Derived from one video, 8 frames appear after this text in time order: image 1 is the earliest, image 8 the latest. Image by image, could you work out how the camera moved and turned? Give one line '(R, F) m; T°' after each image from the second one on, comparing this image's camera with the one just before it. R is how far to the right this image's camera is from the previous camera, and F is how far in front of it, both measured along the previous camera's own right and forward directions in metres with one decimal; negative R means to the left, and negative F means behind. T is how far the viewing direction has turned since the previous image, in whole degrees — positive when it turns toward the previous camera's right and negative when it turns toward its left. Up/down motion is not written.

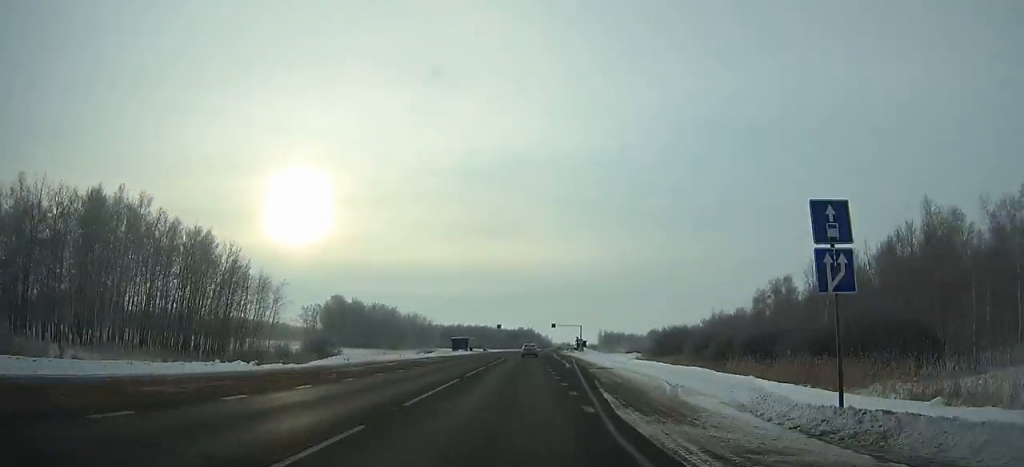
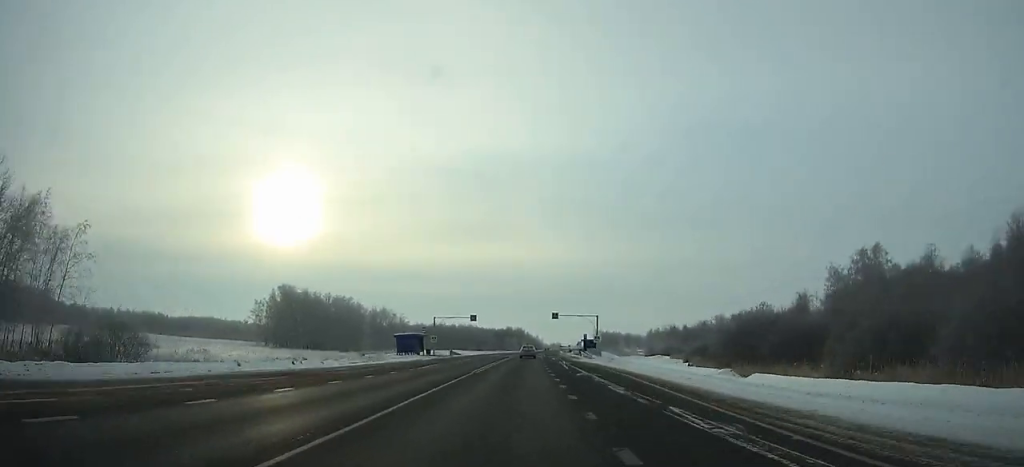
(+0.2, +41.0) m; +1°
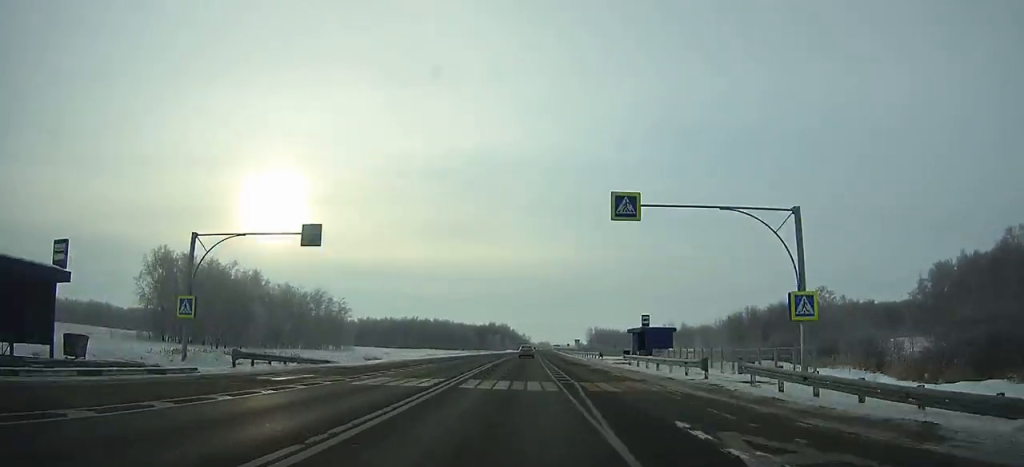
(+0.8, +61.7) m; +1°
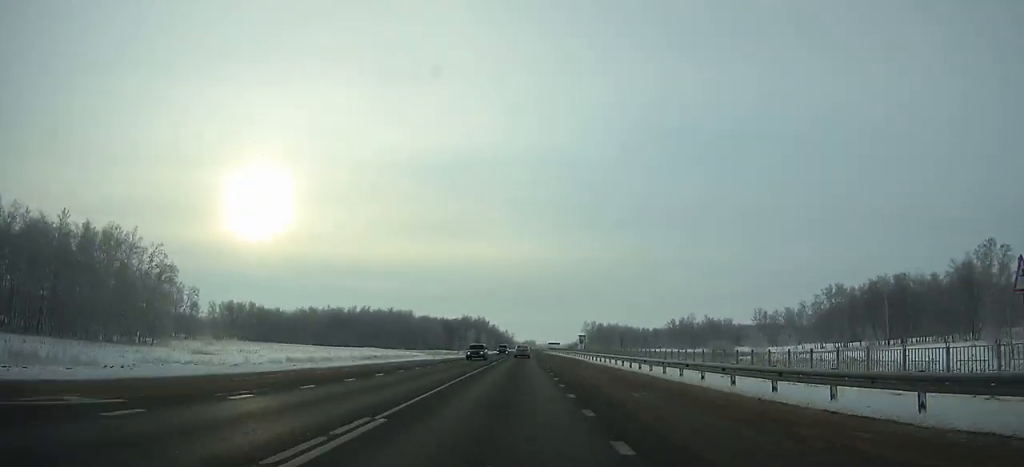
(+0.7, +83.1) m; +1°
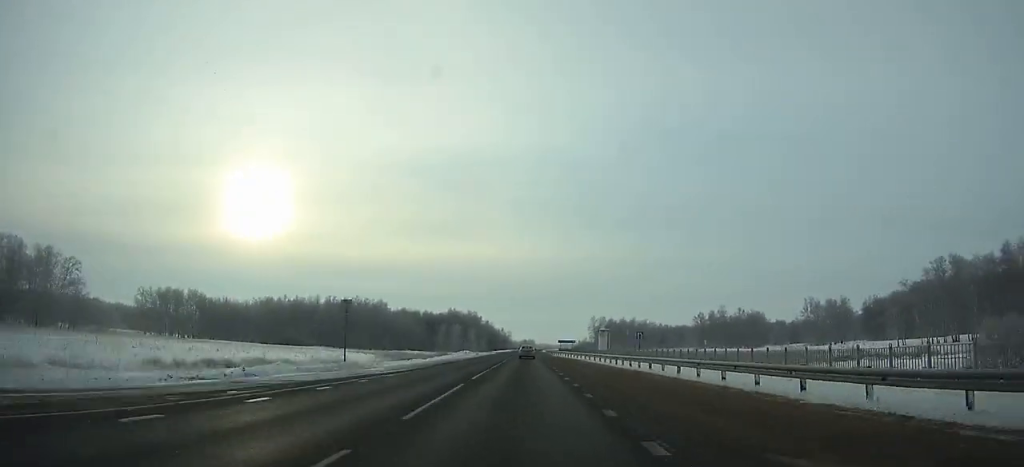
(+0.2, +51.3) m; +1°
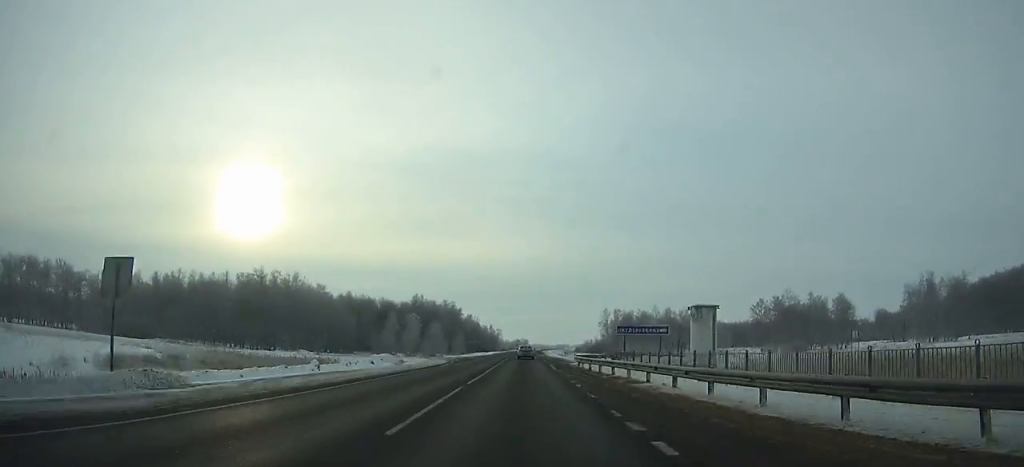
(+0.5, +72.5) m; +1°
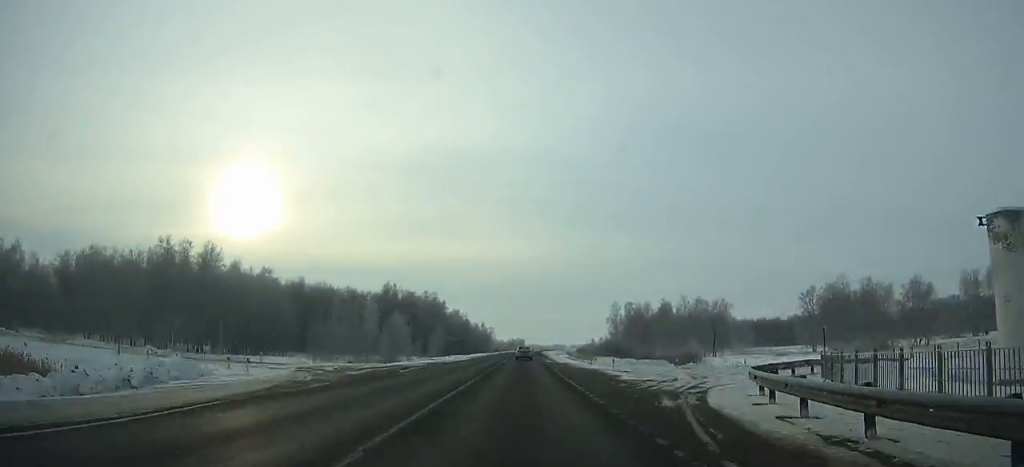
(+0.1, +37.6) m; 0°
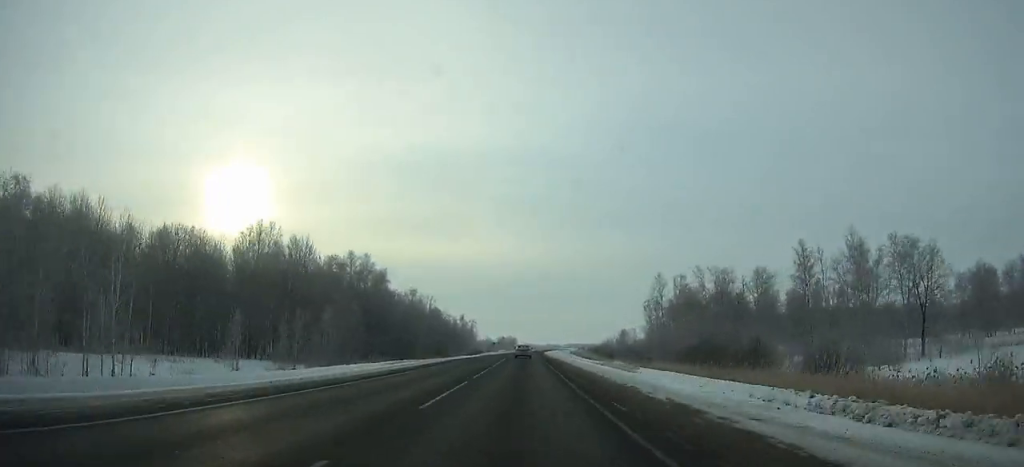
(+0.6, +82.7) m; +1°
